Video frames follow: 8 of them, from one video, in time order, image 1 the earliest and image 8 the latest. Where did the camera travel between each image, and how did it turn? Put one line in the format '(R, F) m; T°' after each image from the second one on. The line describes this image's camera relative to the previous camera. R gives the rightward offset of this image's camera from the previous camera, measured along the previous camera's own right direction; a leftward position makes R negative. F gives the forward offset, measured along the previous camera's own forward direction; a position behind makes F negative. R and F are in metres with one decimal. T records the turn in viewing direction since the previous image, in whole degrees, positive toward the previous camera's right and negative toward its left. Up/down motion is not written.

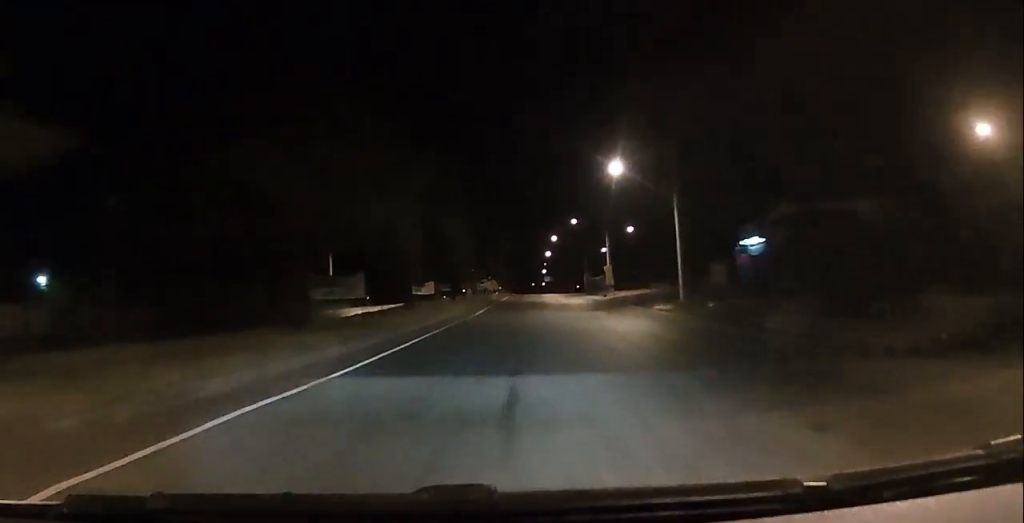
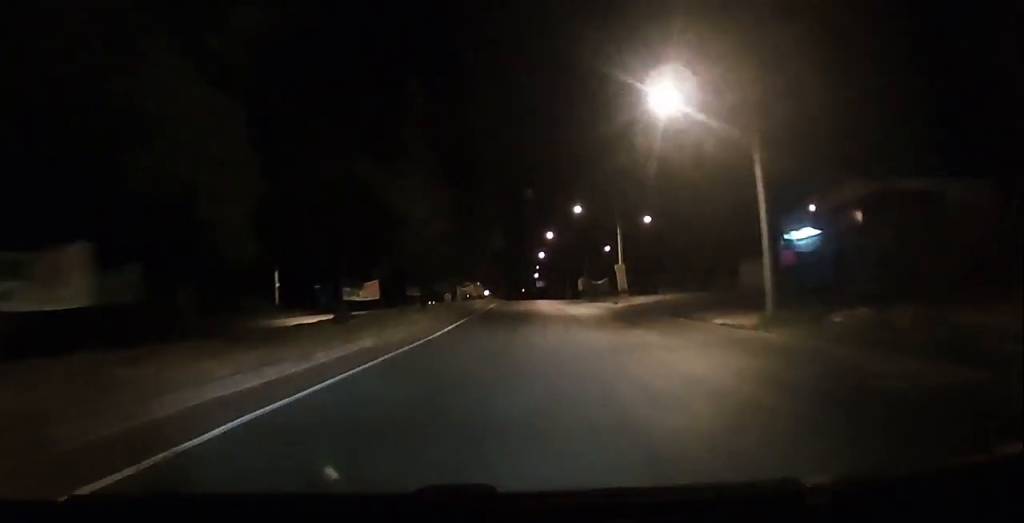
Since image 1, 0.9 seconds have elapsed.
(+0.2, +14.3) m; +2°
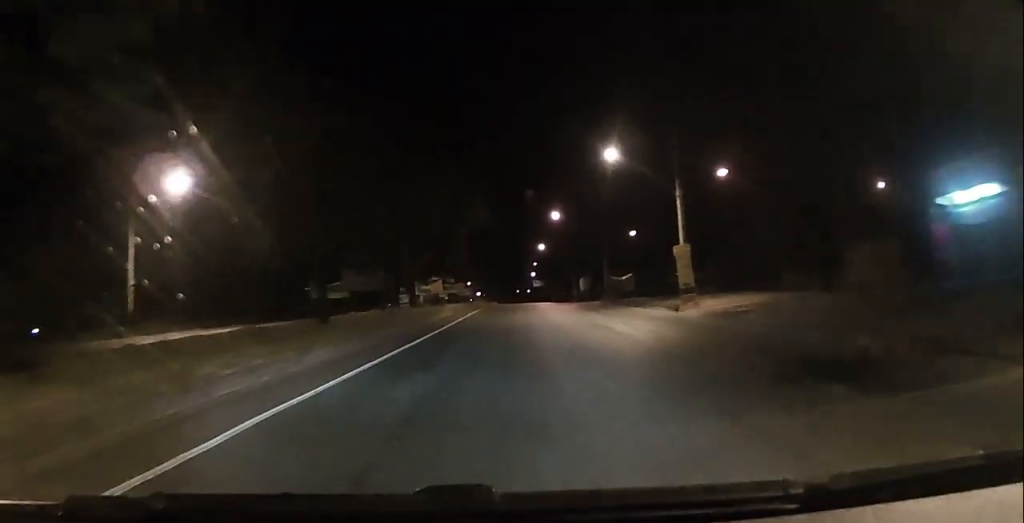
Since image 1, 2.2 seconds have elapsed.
(+0.4, +22.9) m; -1°
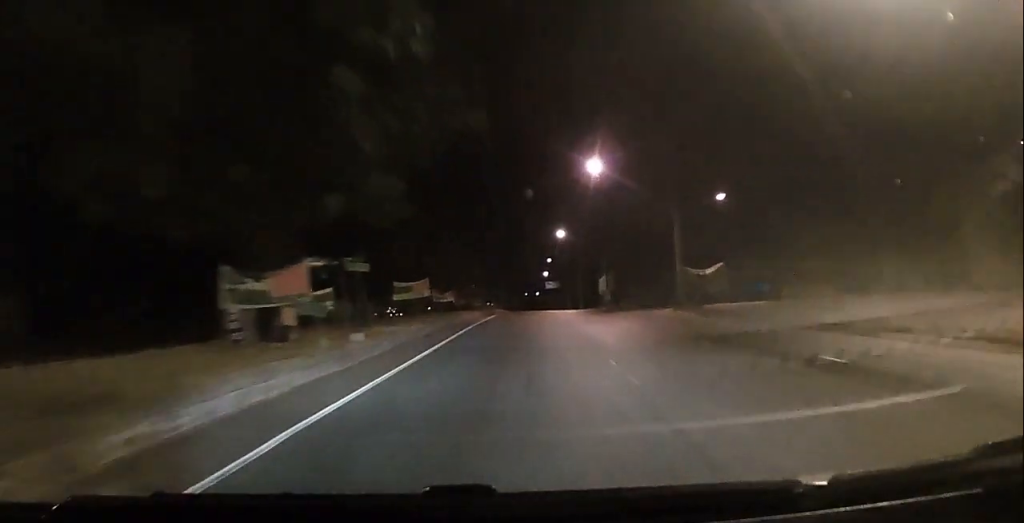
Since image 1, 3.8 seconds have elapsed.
(-0.4, +26.8) m; 0°
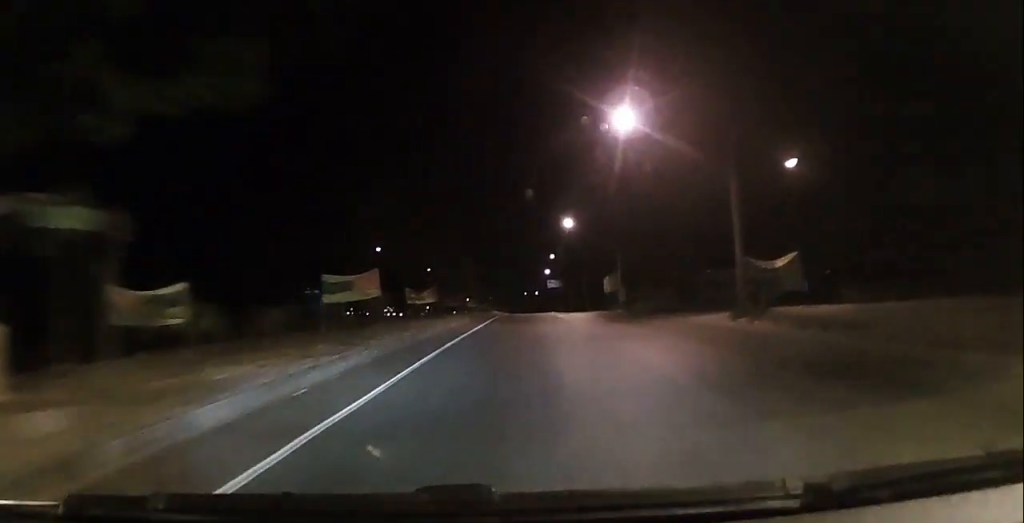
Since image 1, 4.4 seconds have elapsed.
(+0.1, +10.9) m; +2°
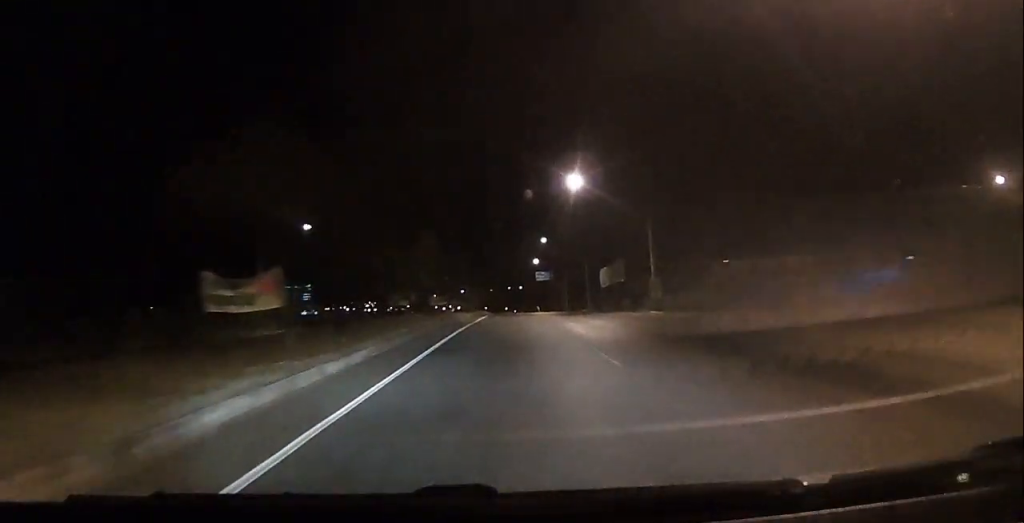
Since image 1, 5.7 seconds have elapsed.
(+0.4, +21.2) m; 0°
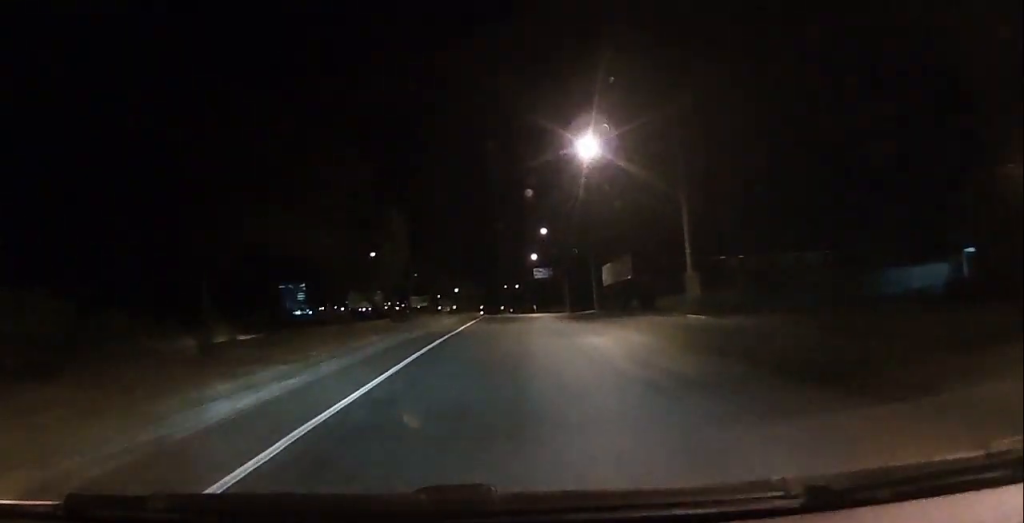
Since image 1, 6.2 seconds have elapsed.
(-0.2, +9.8) m; 0°
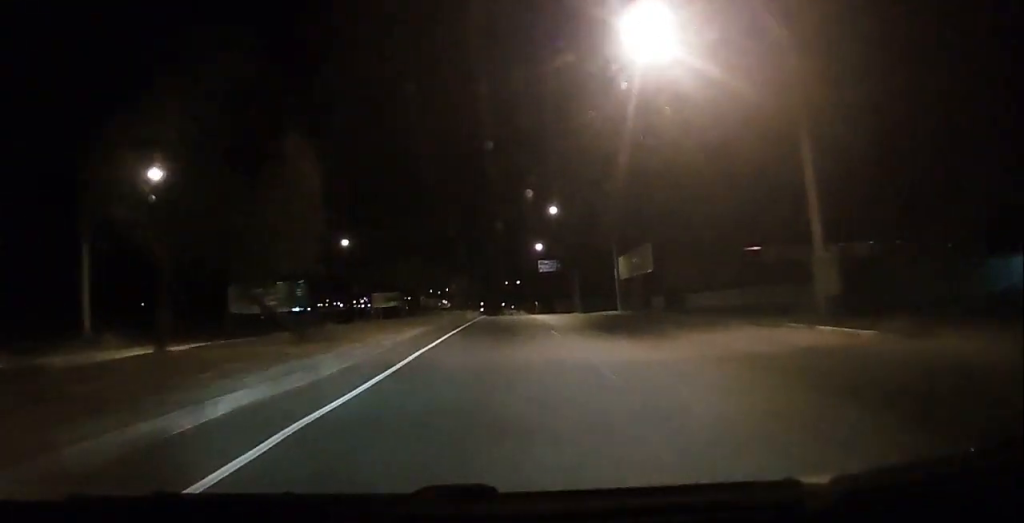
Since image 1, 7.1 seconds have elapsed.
(+0.1, +14.4) m; 0°
